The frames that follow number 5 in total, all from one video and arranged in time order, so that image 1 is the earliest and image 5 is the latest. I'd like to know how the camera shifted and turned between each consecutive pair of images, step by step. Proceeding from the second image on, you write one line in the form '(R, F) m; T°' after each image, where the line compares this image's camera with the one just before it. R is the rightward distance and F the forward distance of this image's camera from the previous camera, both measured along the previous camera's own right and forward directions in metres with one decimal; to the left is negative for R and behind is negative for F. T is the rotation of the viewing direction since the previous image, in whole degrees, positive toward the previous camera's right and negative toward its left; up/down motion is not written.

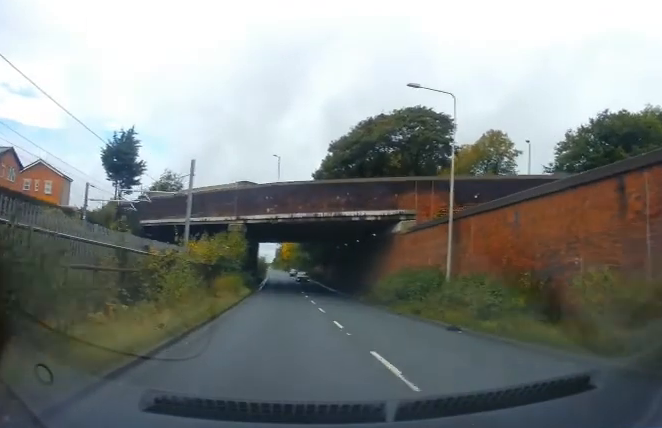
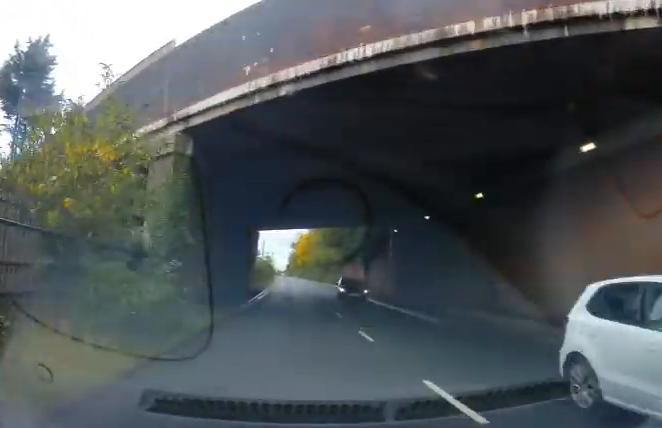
(-0.1, +27.3) m; -1°
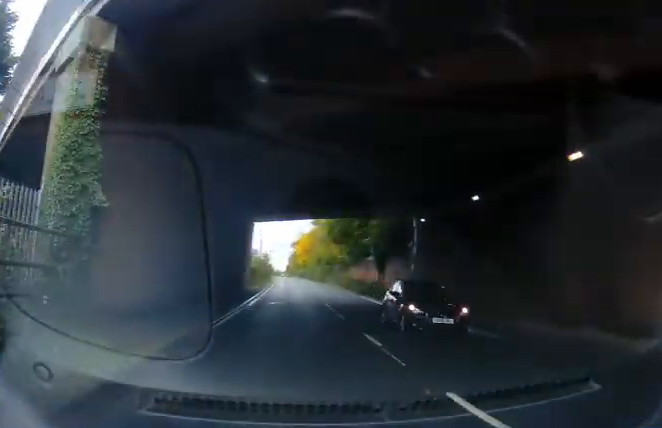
(0.0, +6.8) m; 0°
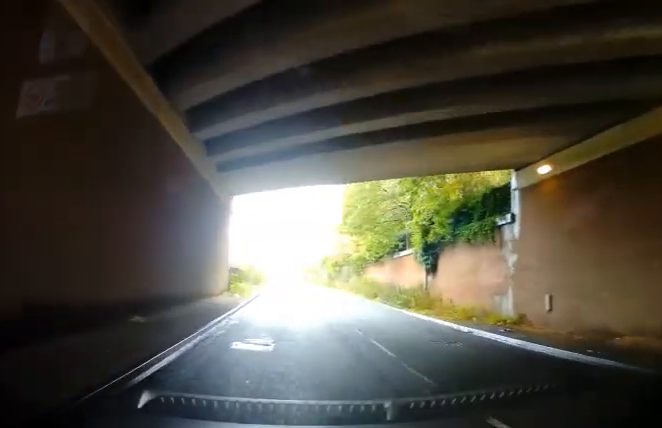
(0.0, +13.1) m; 0°
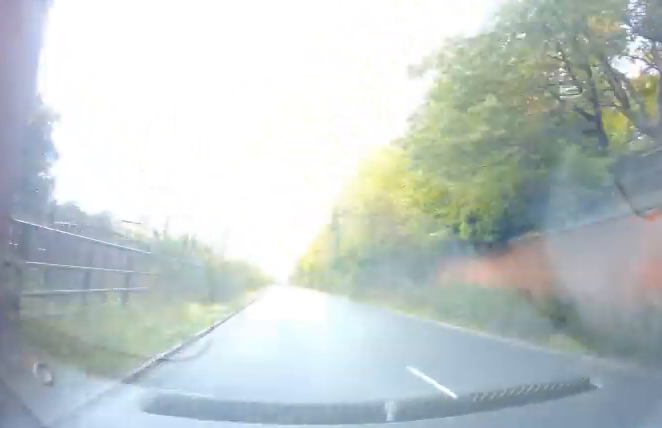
(0.0, +21.1) m; 0°
